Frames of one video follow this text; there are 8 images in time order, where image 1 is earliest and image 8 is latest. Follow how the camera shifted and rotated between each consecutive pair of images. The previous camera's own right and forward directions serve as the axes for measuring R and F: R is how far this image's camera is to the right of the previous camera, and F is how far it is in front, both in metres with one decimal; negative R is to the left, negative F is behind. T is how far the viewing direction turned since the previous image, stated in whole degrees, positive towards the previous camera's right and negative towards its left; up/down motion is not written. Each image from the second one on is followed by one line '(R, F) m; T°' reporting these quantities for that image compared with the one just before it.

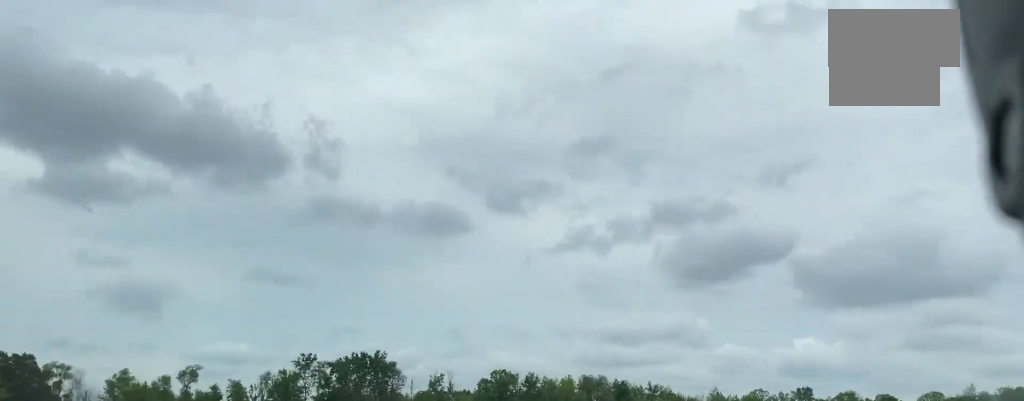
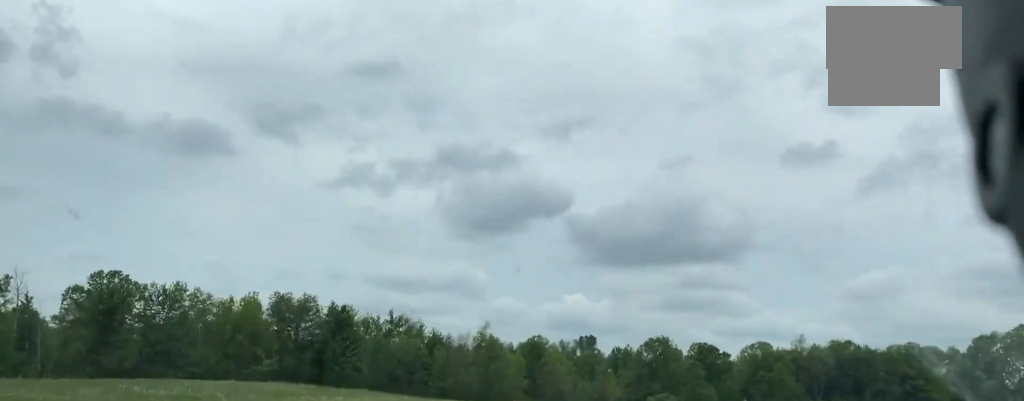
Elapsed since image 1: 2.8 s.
(+17.1, +88.3) m; +13°
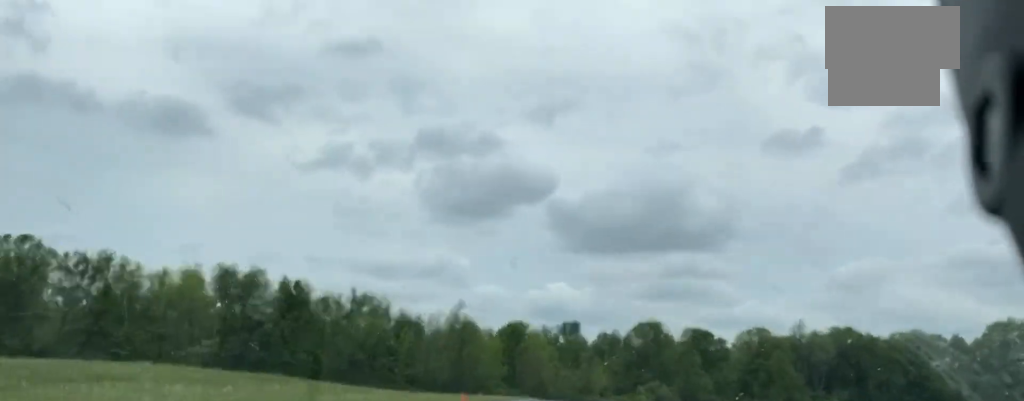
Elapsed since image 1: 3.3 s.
(+0.2, +15.2) m; +1°
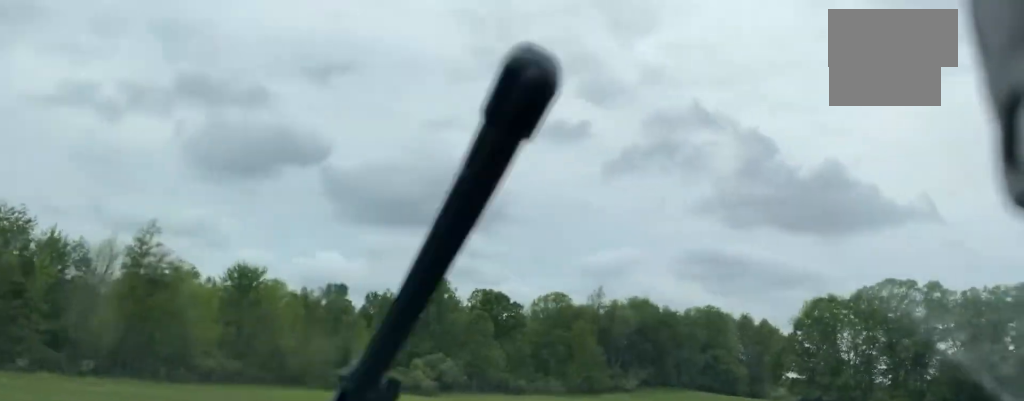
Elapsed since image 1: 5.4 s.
(+2.4, +54.4) m; +15°
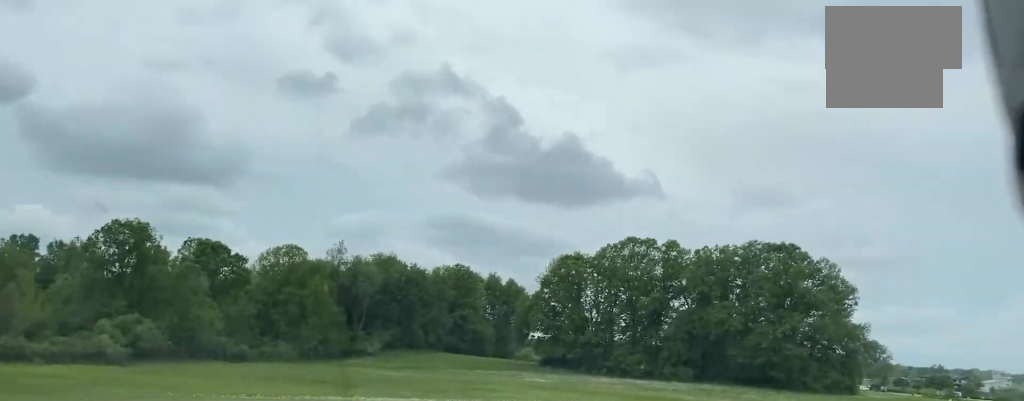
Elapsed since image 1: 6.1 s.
(+0.6, +13.8) m; +17°
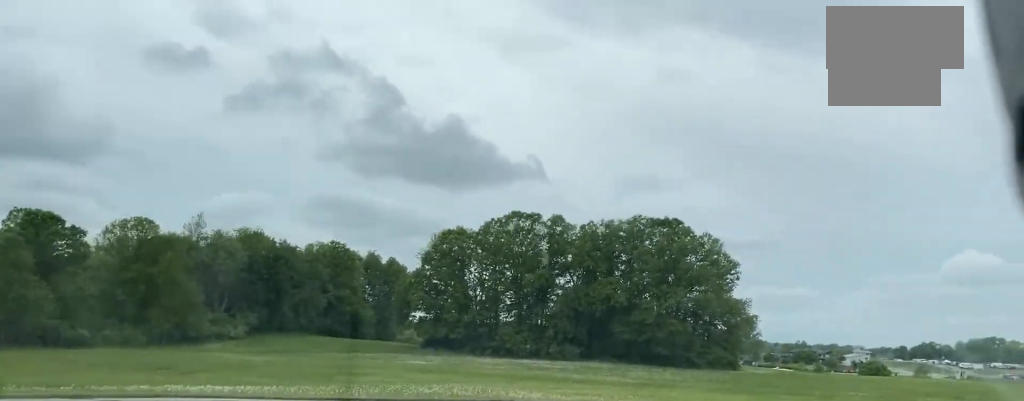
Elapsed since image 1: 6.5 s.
(+1.4, +7.1) m; +17°
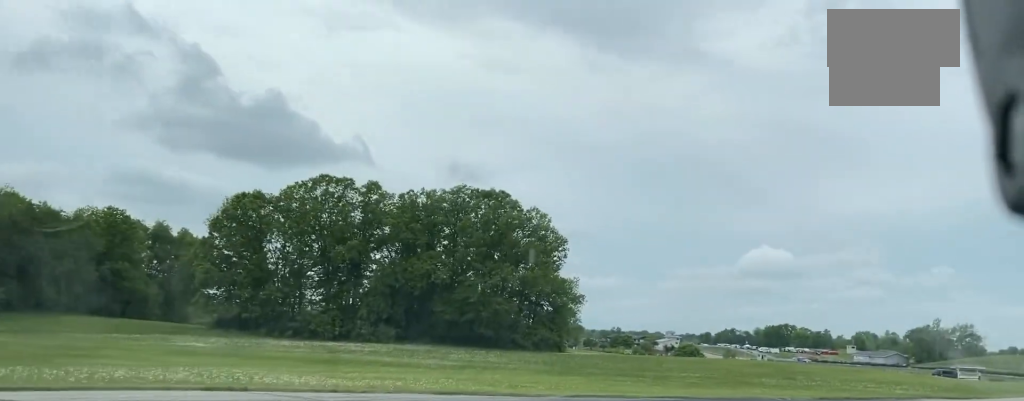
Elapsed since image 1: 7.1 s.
(+2.1, +11.0) m; +21°
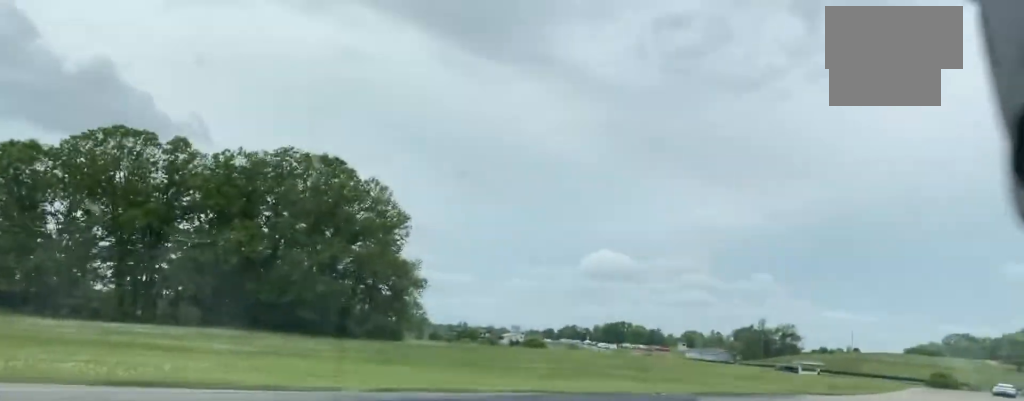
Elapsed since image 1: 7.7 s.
(+2.7, +12.5) m; +12°
